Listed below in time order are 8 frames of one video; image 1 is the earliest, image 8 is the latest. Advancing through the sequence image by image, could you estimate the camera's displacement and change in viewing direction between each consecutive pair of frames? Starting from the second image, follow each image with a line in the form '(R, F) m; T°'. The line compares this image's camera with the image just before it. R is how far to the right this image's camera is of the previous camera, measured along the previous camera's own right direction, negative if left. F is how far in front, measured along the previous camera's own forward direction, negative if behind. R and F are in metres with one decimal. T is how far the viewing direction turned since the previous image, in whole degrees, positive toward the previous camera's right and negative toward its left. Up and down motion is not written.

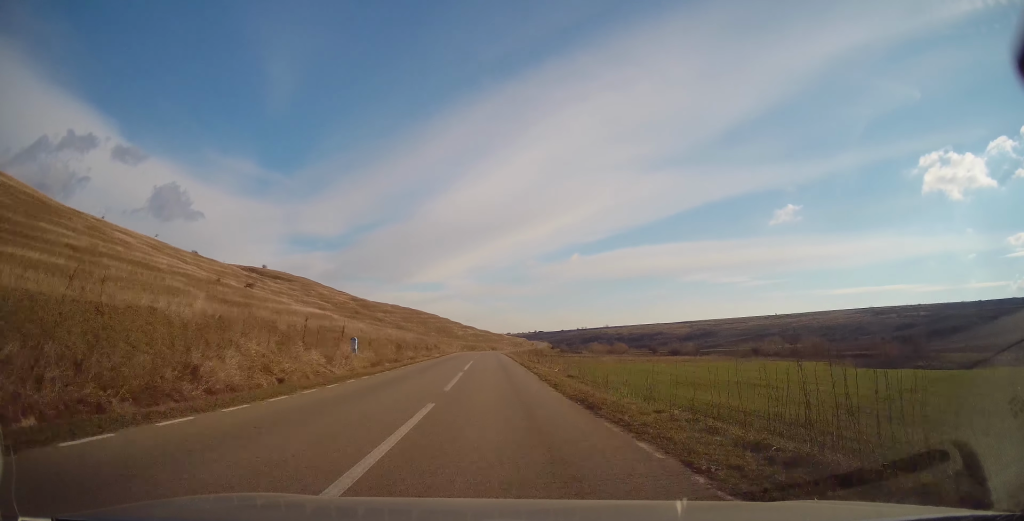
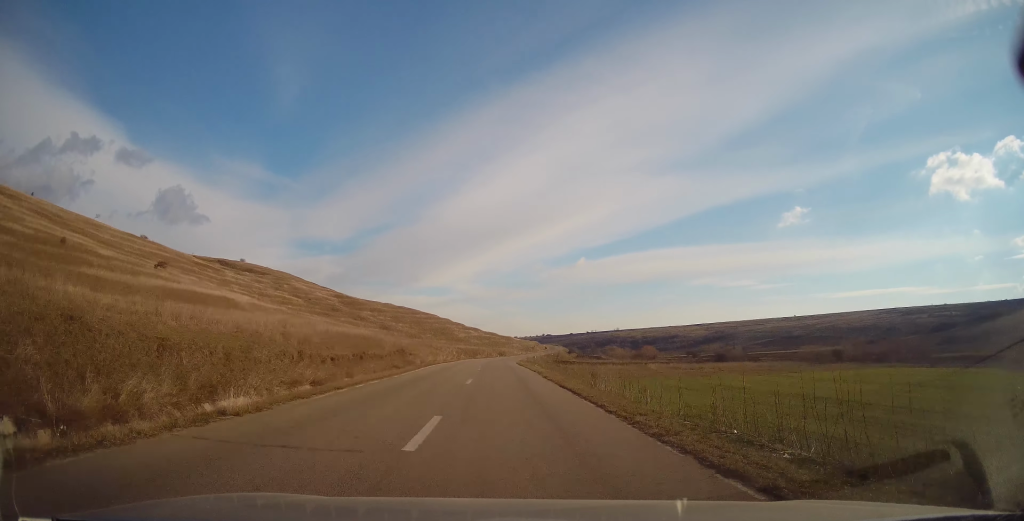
(-0.3, +38.3) m; -1°
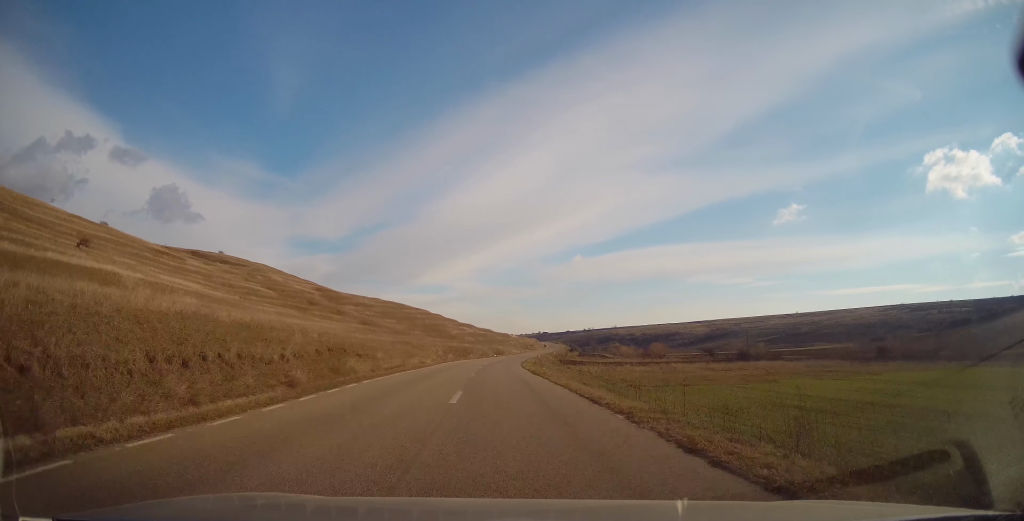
(-0.1, +18.9) m; +1°
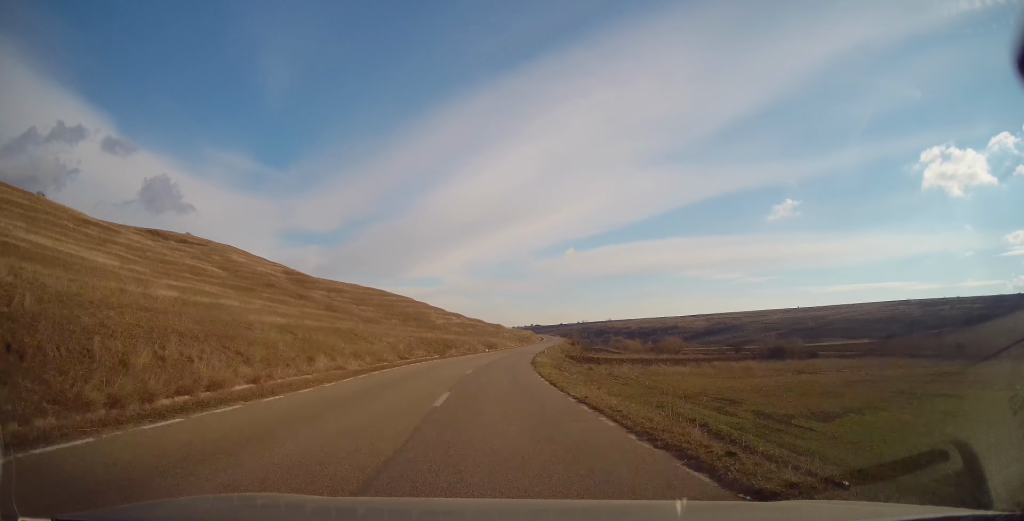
(+0.3, +24.2) m; +2°
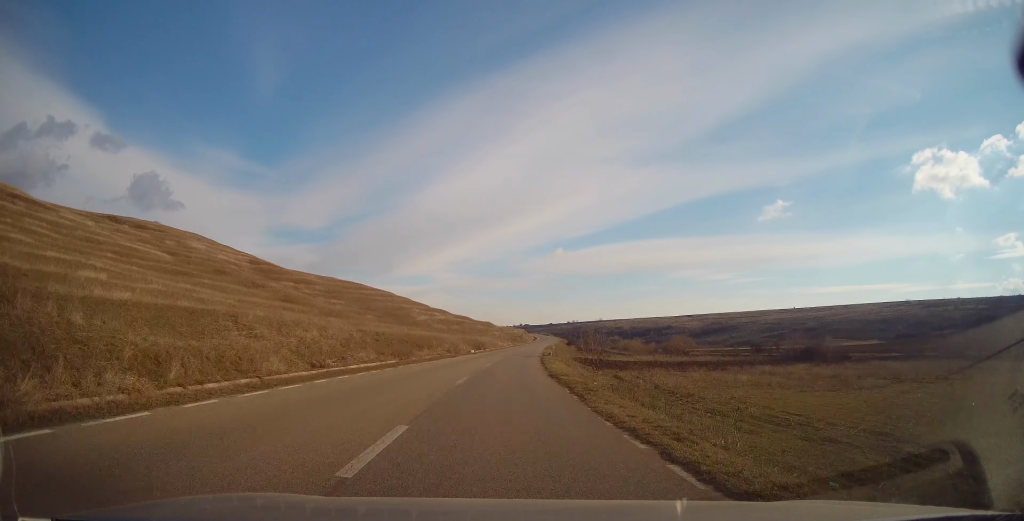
(+0.3, +18.4) m; +2°
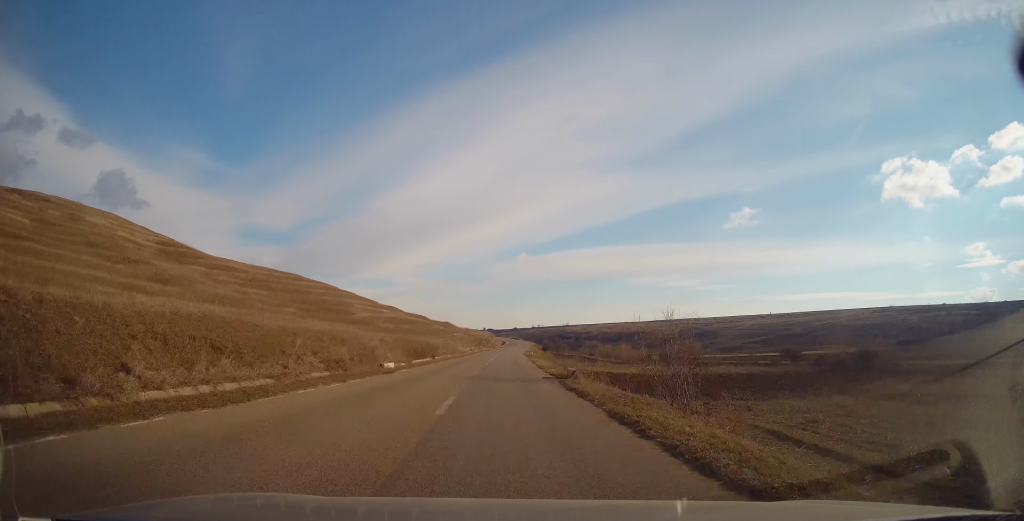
(+0.7, +31.1) m; +3°
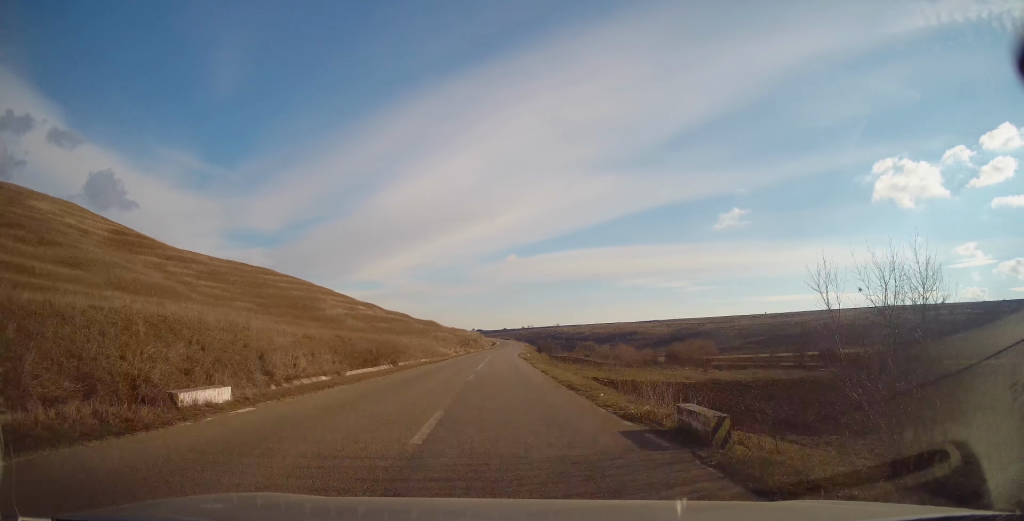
(+0.1, +14.3) m; +2°
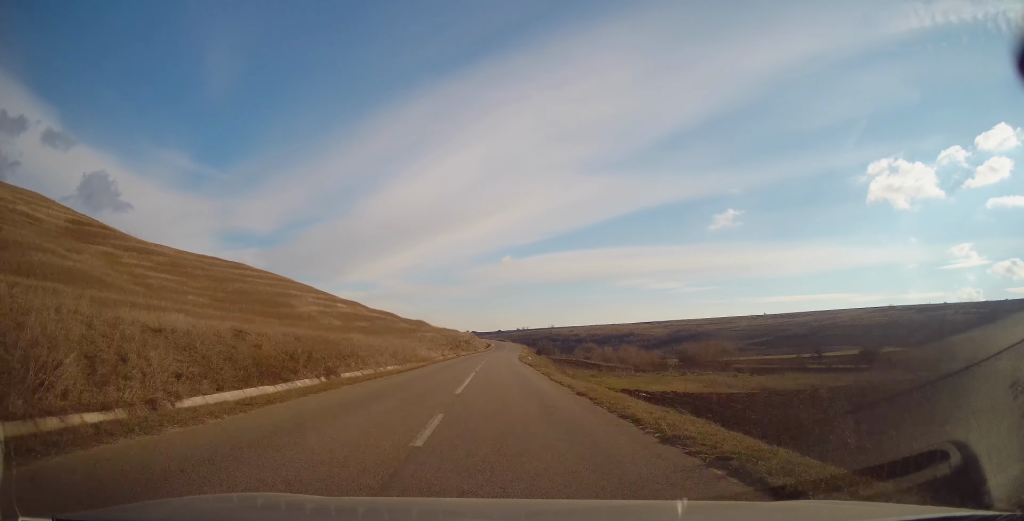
(+0.2, +12.4) m; +1°
